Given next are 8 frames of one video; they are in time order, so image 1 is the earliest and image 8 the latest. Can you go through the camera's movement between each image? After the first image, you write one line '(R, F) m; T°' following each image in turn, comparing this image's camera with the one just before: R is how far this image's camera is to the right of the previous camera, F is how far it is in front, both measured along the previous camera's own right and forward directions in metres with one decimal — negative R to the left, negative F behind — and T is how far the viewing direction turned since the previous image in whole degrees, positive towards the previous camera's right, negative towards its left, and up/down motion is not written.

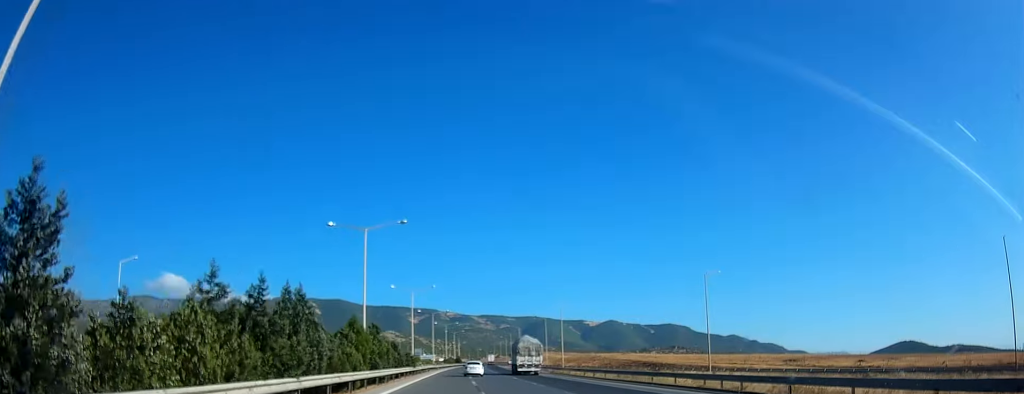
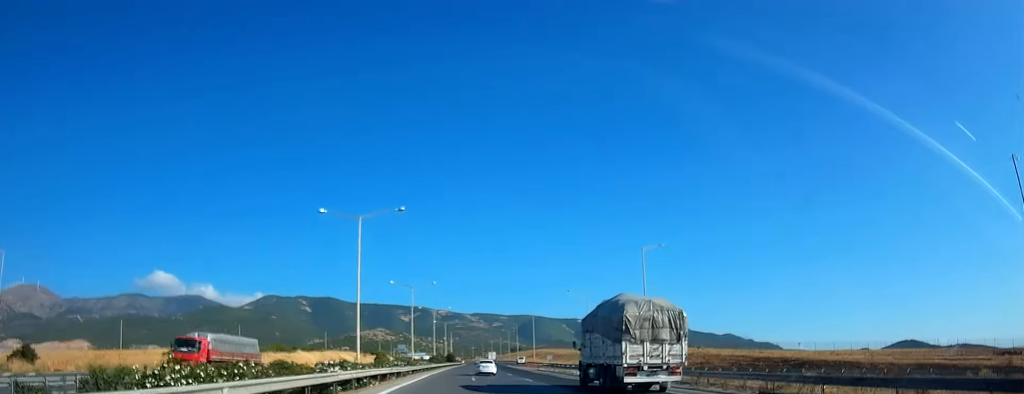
(+0.4, +54.3) m; +1°
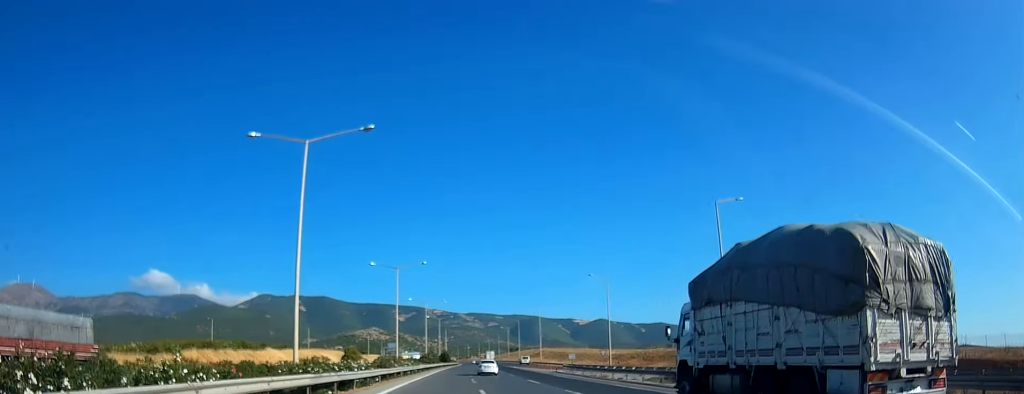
(+0.1, +19.6) m; 0°
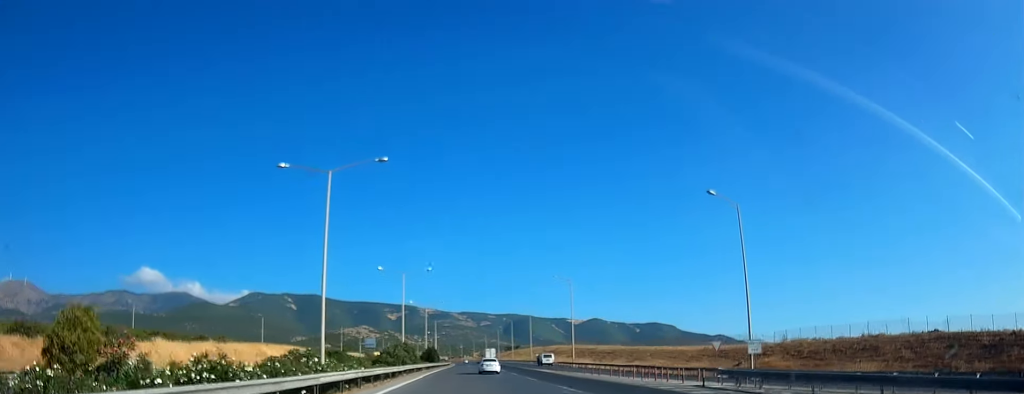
(+0.4, +43.5) m; +1°
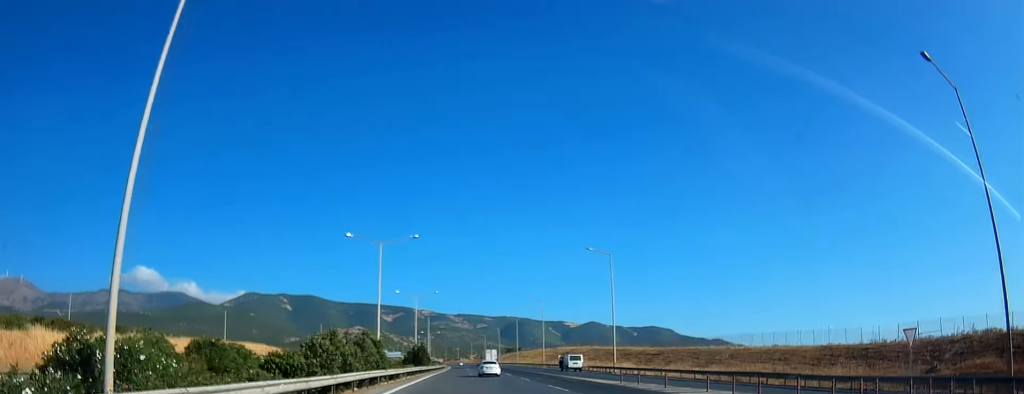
(+0.1, +25.3) m; 0°
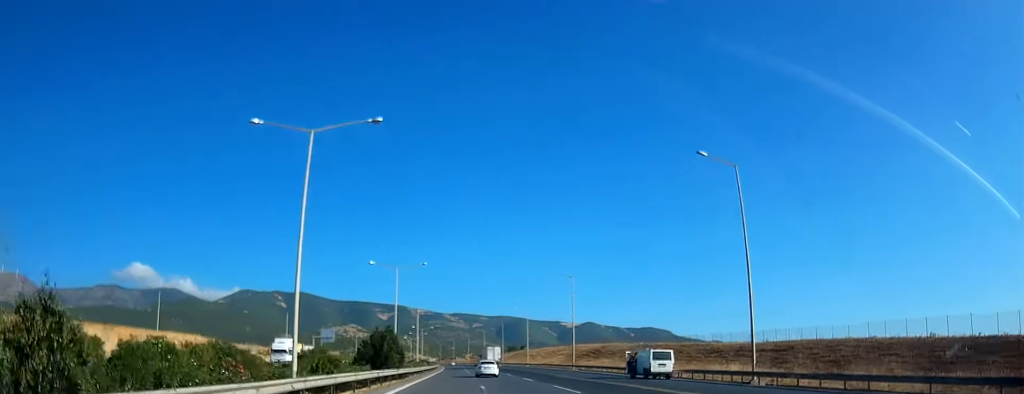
(0.0, +32.3) m; 0°
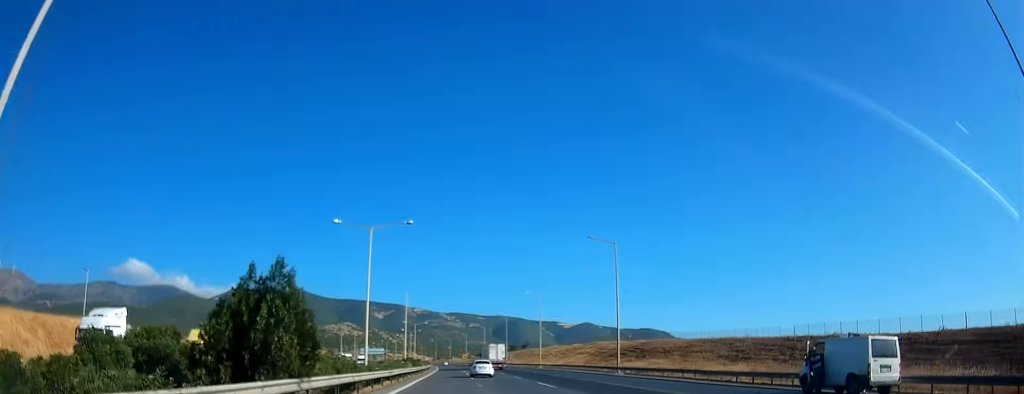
(+0.1, +24.1) m; 0°
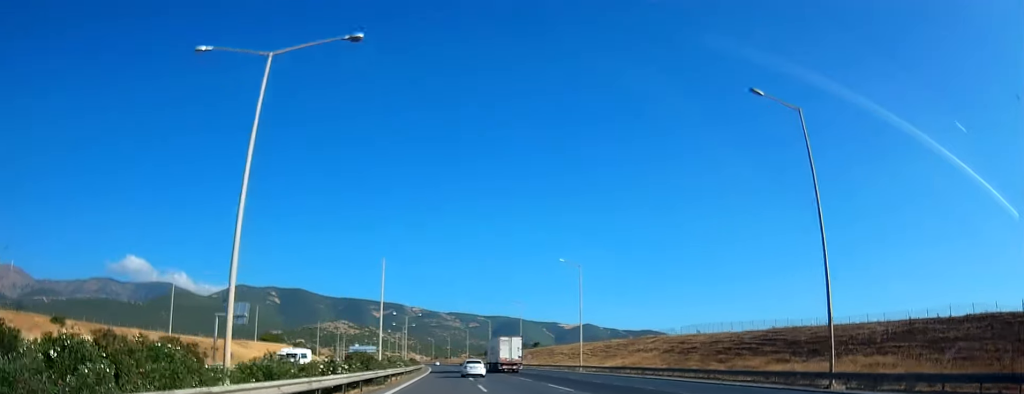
(+0.2, +35.3) m; 0°
